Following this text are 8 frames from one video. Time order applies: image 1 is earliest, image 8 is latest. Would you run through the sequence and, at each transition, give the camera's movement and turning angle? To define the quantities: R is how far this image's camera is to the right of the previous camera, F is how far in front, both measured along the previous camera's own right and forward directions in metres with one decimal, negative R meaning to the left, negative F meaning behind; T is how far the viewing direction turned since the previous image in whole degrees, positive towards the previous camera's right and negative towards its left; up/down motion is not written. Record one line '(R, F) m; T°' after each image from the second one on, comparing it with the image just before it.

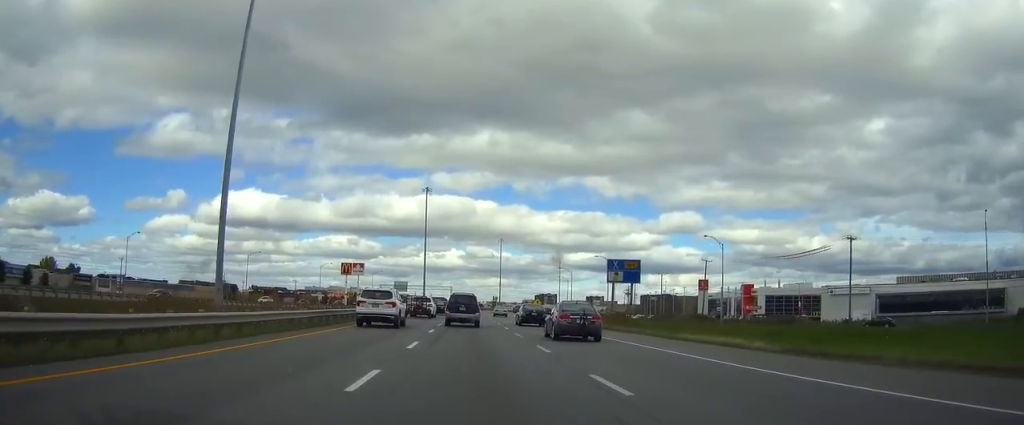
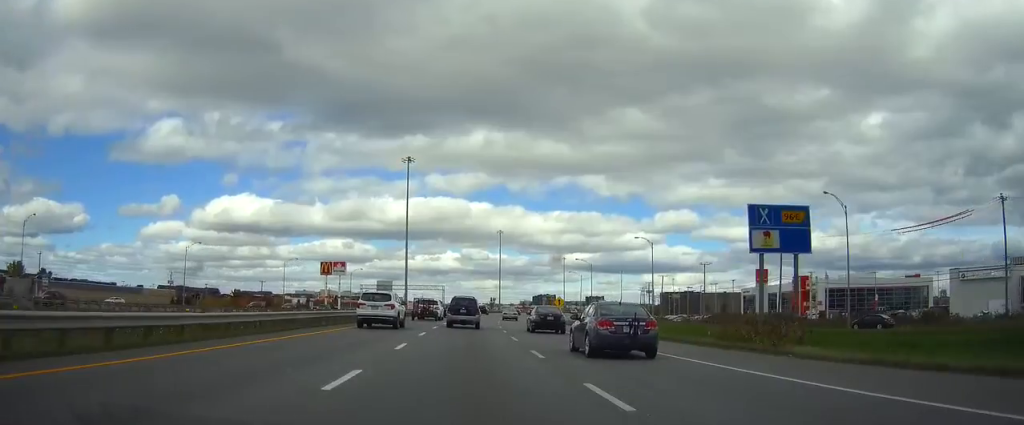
(+0.2, +37.9) m; 0°
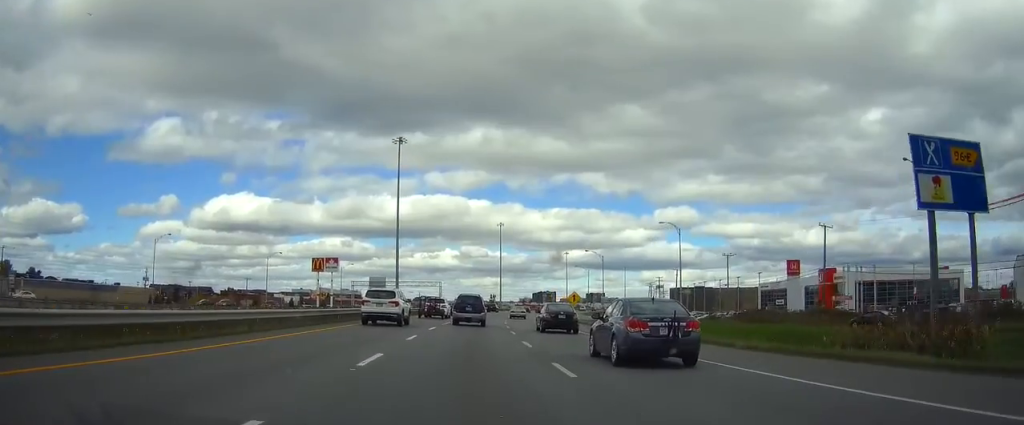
(0.0, +14.5) m; 0°
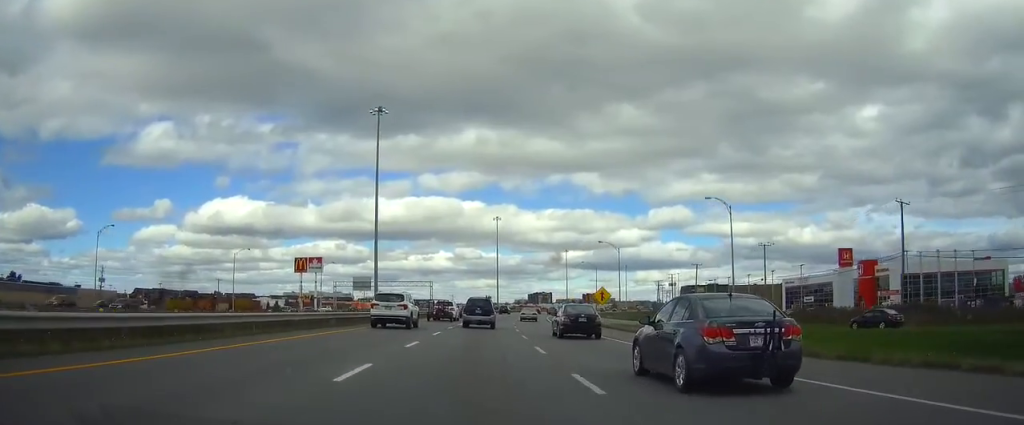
(0.0, +20.3) m; +1°
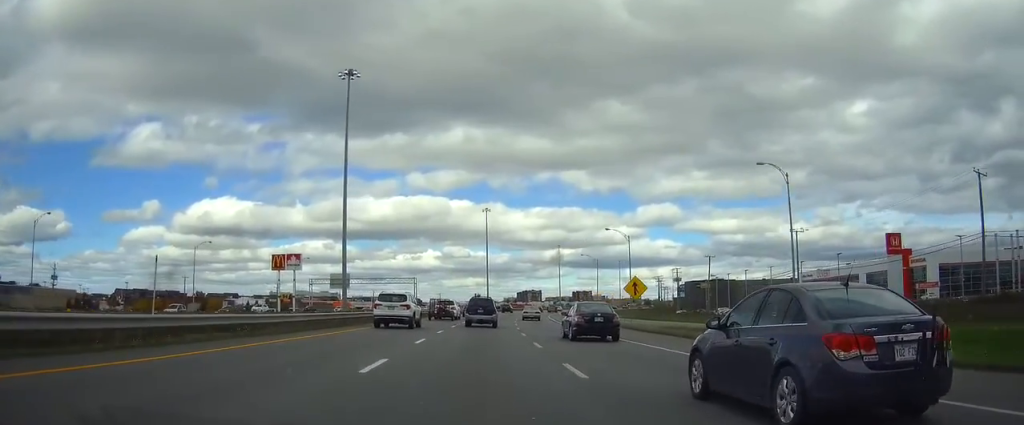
(+0.1, +16.4) m; +1°
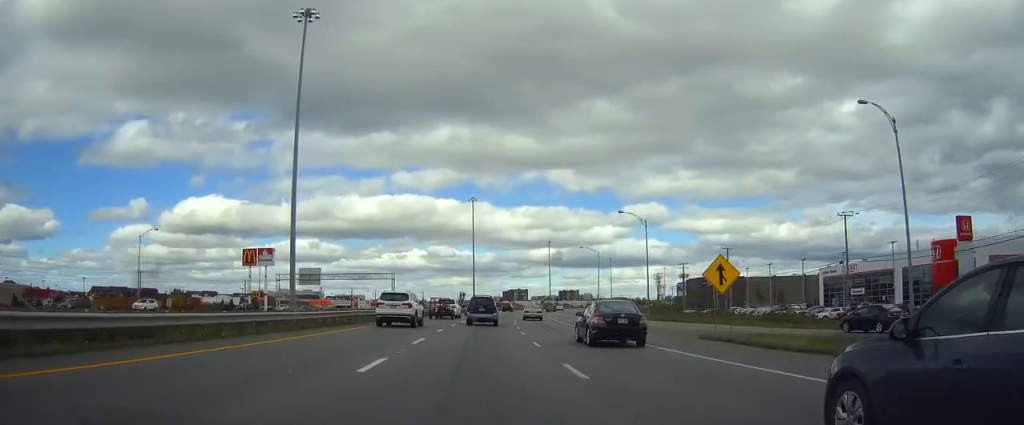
(+0.2, +18.2) m; +1°
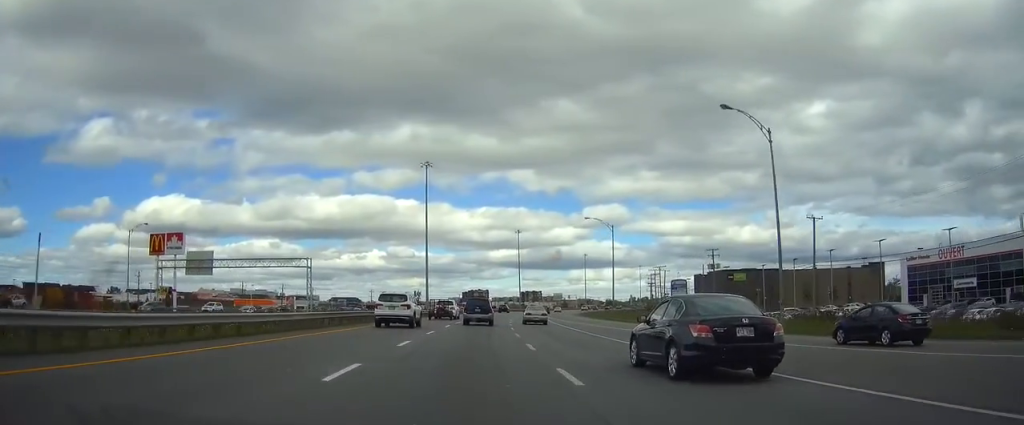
(+0.8, +46.9) m; +2°
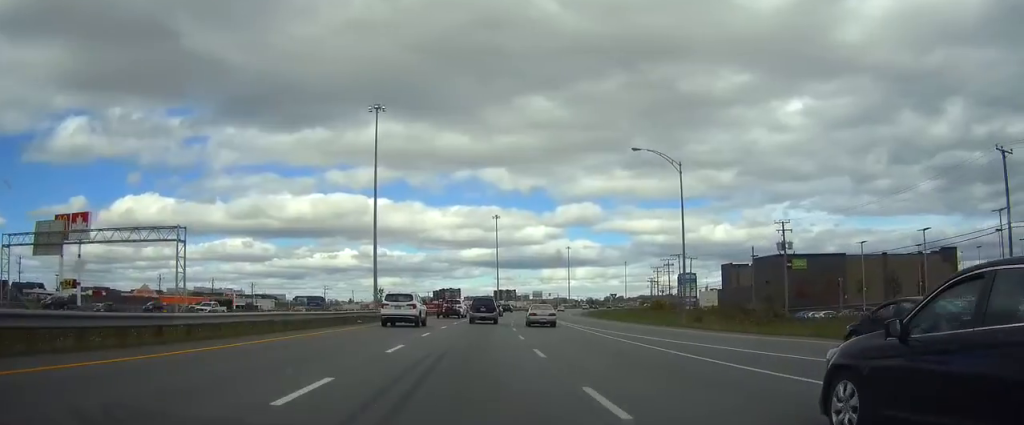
(+1.4, +39.9) m; +3°
